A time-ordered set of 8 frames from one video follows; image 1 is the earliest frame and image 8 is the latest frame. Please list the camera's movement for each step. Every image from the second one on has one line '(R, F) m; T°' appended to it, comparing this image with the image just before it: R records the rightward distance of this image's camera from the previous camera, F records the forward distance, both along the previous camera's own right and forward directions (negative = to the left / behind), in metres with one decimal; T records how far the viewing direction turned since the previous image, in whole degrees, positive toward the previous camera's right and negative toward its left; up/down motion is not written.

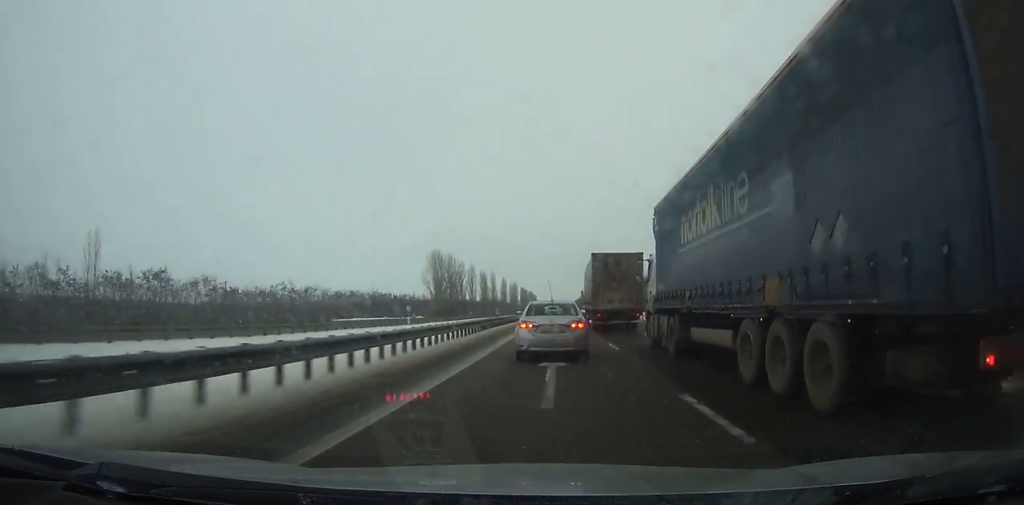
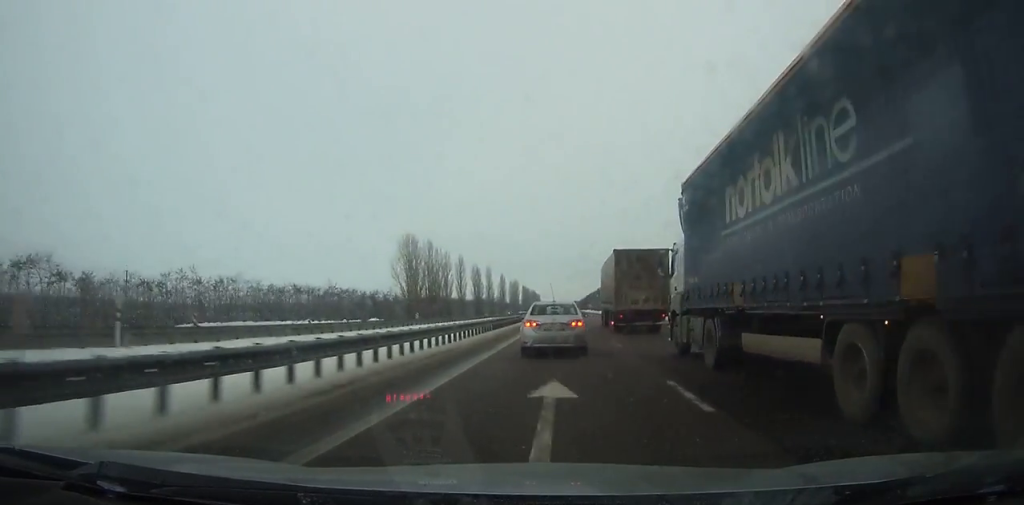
(-0.1, +34.6) m; 0°
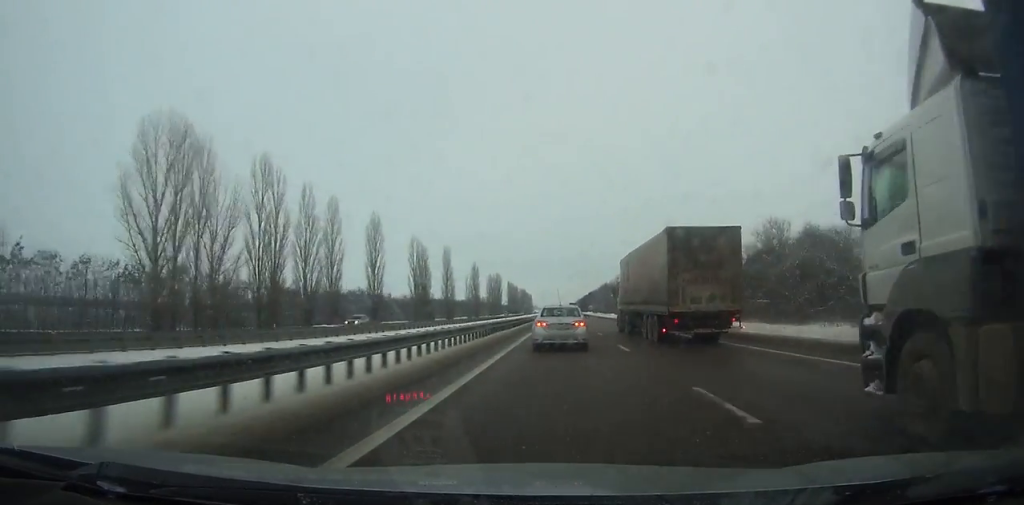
(-0.2, +87.9) m; 0°
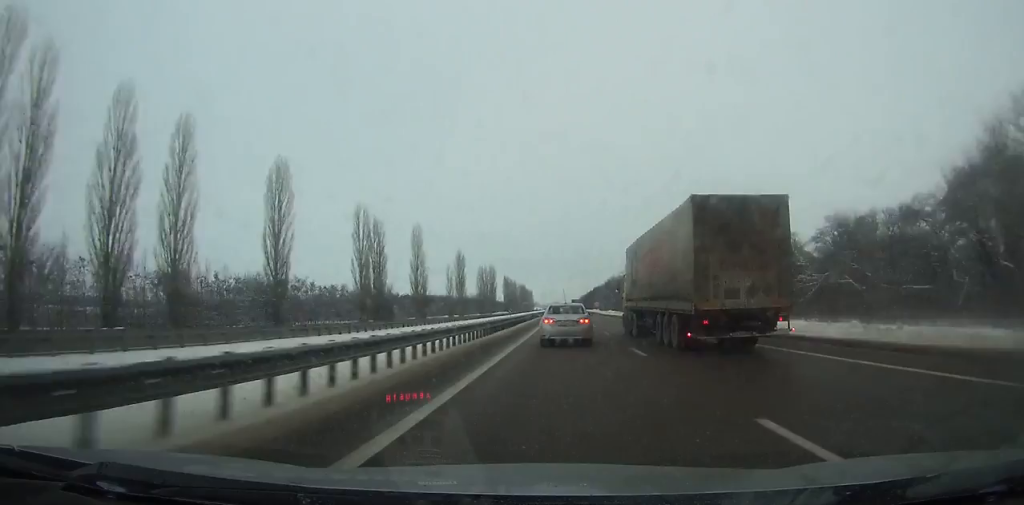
(+0.1, +39.6) m; 0°
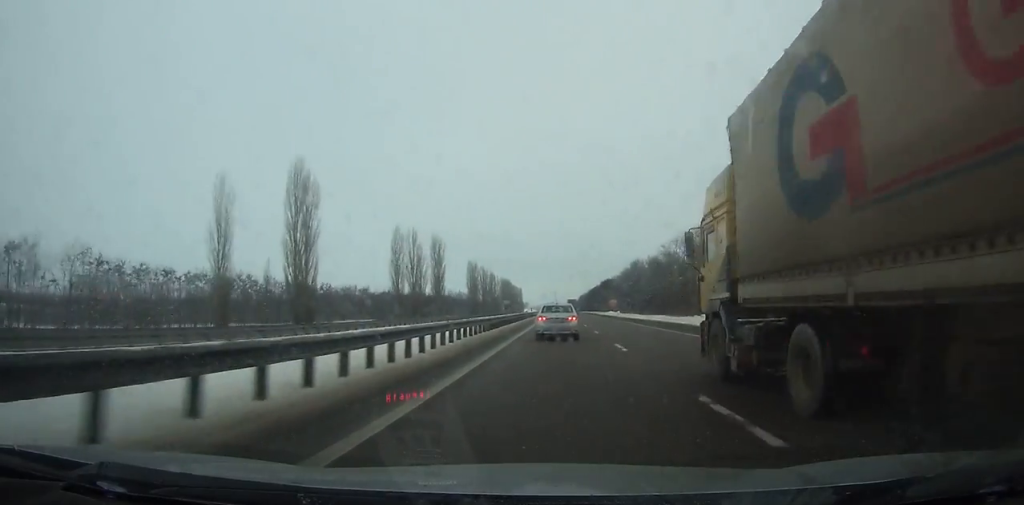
(+0.1, +120.2) m; 0°
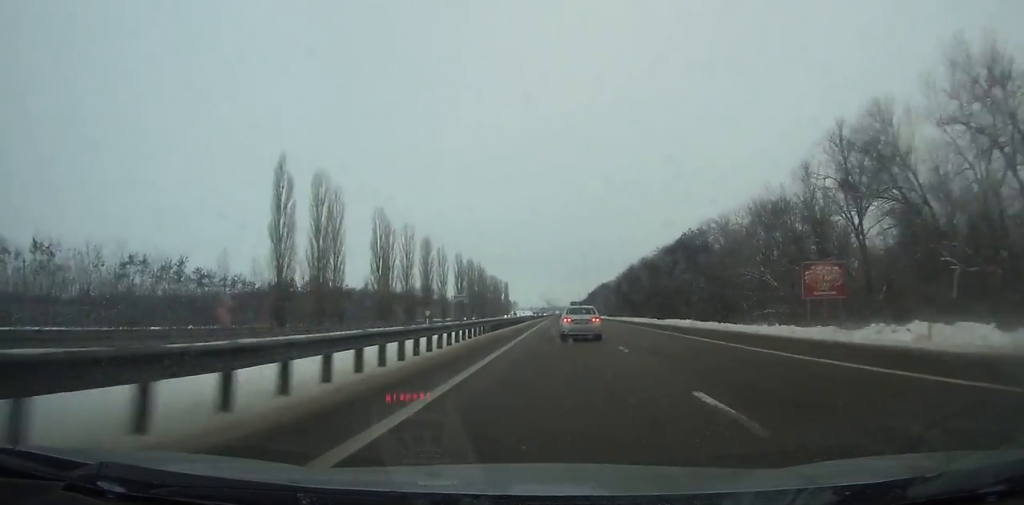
(+0.2, +154.6) m; +1°
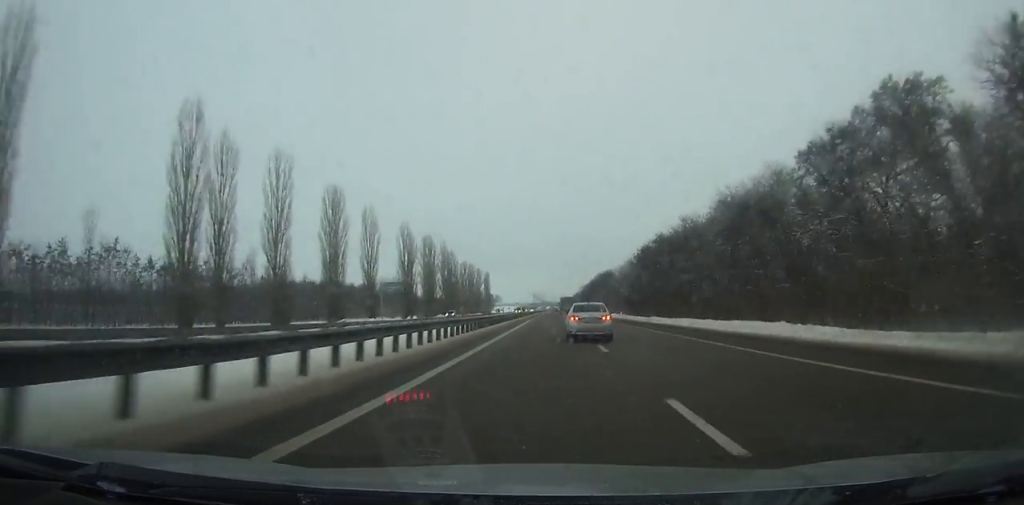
(+0.4, +58.0) m; 0°
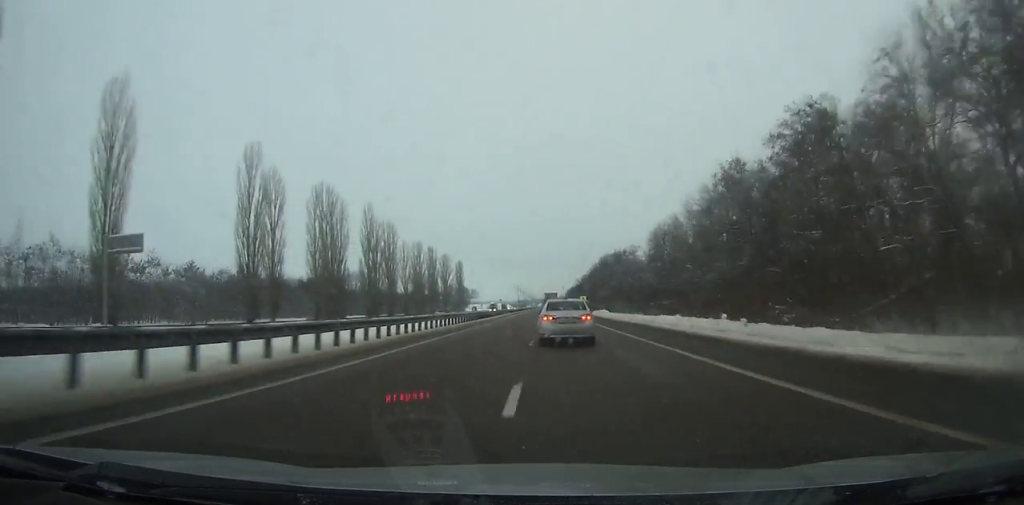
(+0.5, +70.1) m; 0°
